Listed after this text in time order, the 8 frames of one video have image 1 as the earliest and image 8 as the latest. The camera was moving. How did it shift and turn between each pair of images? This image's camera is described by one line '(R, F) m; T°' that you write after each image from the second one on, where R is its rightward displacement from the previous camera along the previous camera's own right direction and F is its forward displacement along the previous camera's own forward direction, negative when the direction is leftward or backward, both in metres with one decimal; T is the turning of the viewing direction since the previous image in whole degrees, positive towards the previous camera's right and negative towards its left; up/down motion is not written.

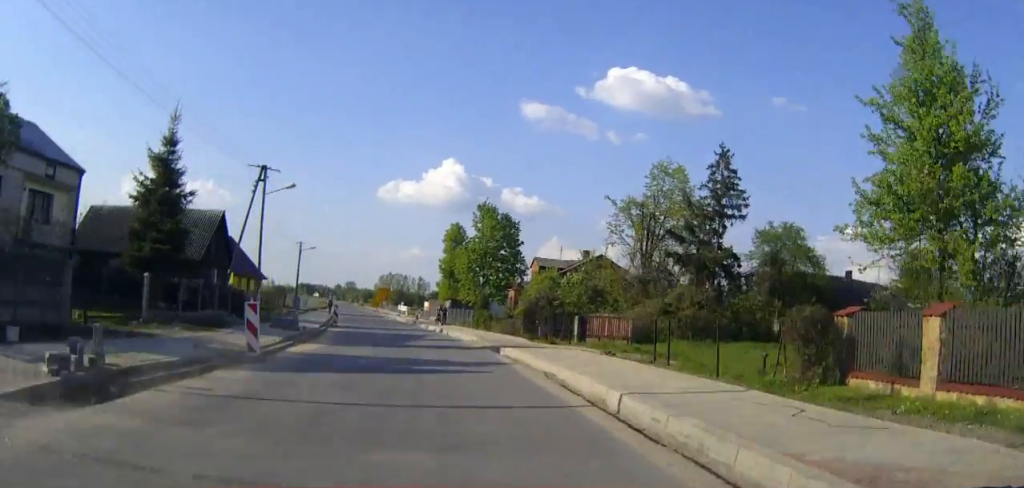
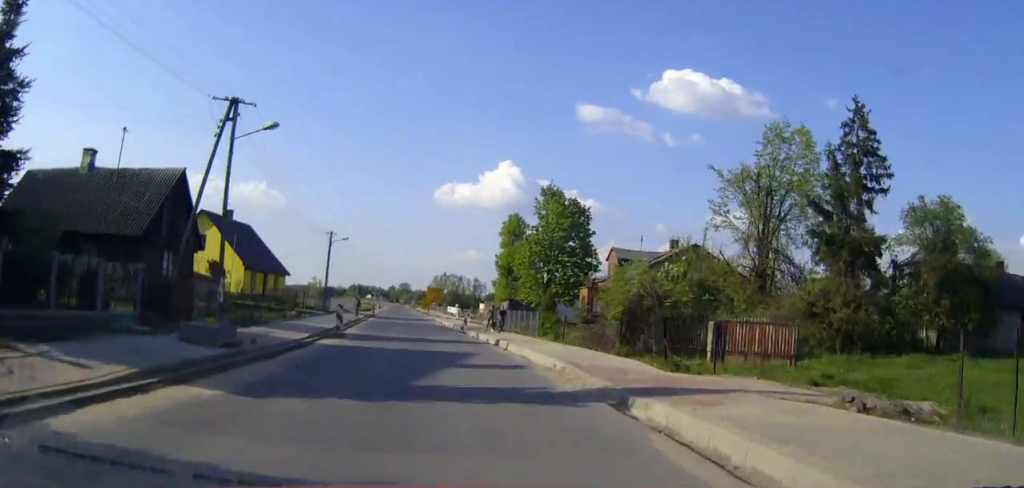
(-0.3, +13.5) m; -3°
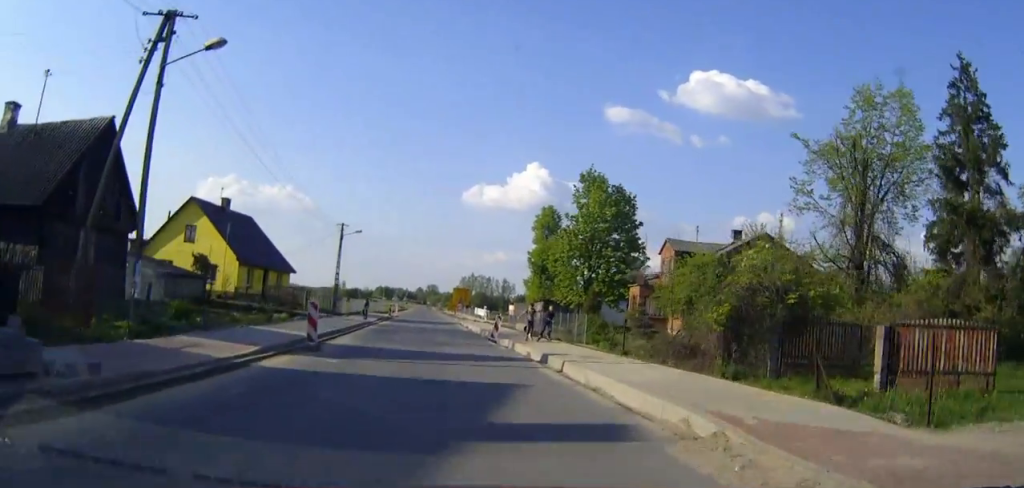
(-0.2, +8.9) m; -2°
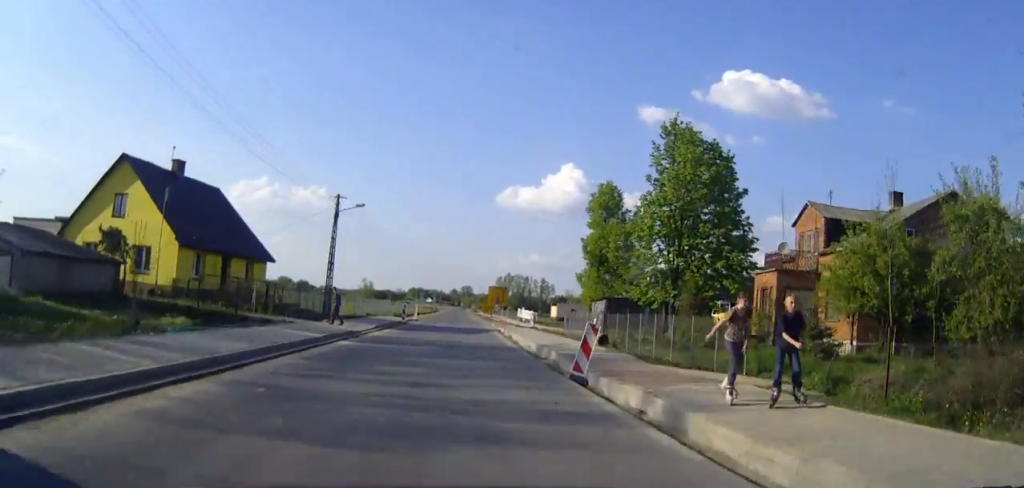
(-0.6, +17.8) m; -4°
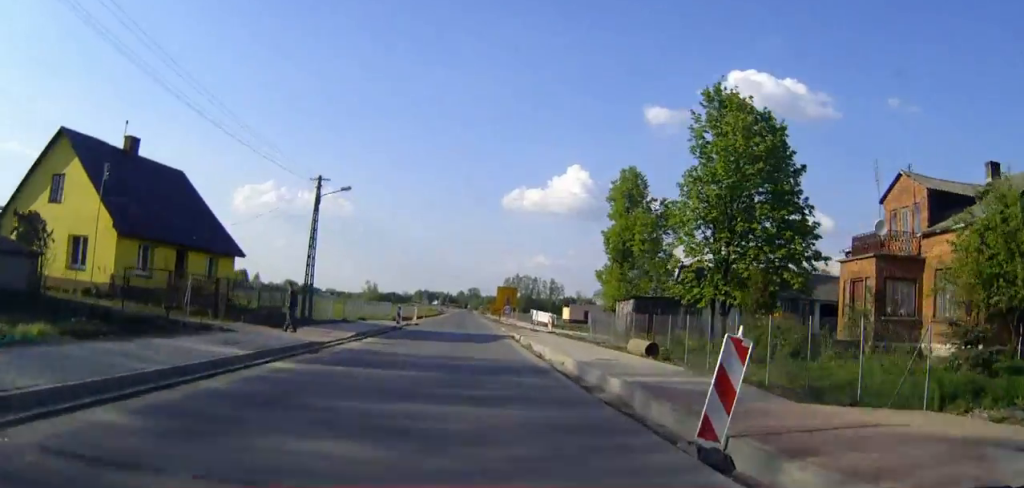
(-0.1, +8.0) m; -1°
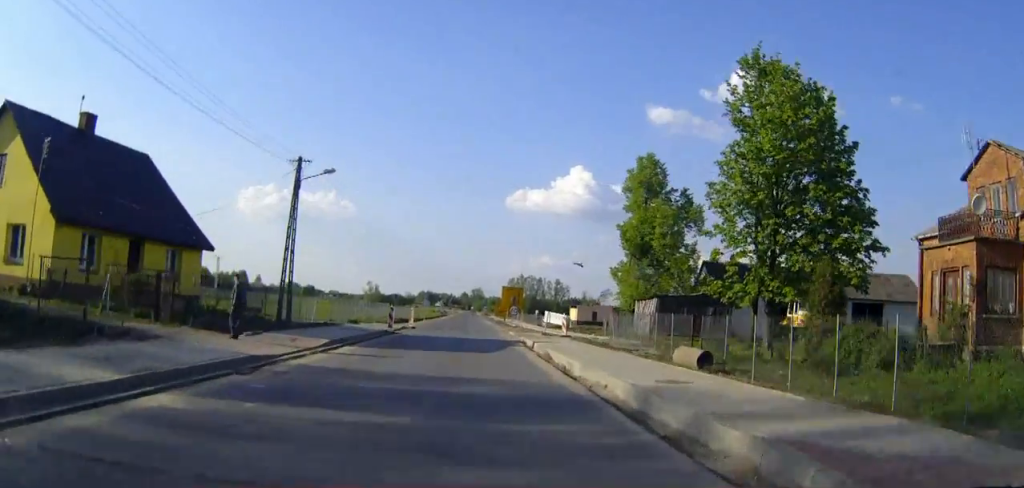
(0.0, +5.7) m; -1°
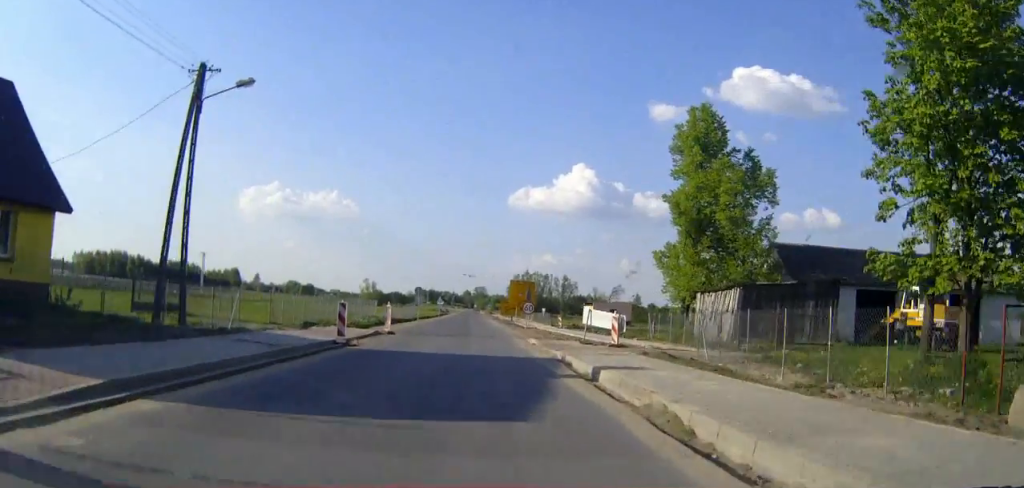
(-0.1, +14.3) m; -1°
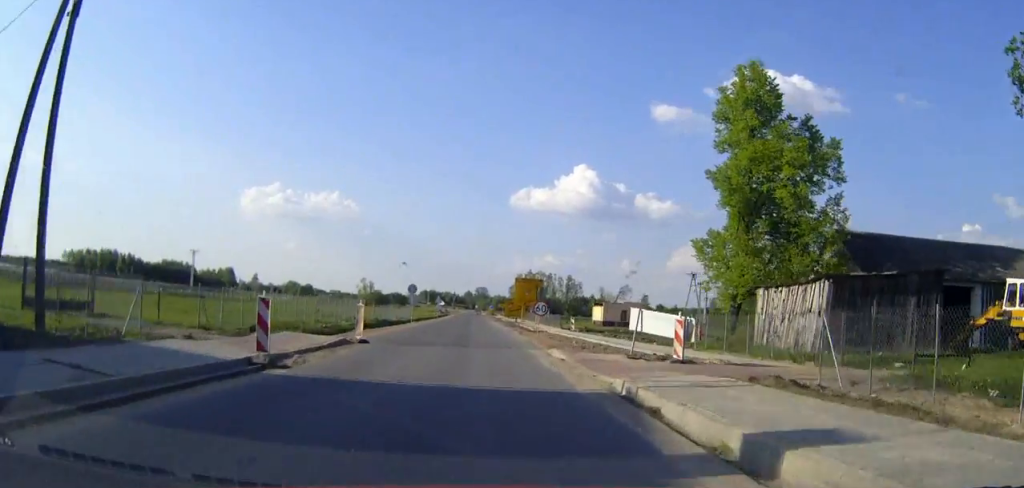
(0.0, +8.6) m; 0°
